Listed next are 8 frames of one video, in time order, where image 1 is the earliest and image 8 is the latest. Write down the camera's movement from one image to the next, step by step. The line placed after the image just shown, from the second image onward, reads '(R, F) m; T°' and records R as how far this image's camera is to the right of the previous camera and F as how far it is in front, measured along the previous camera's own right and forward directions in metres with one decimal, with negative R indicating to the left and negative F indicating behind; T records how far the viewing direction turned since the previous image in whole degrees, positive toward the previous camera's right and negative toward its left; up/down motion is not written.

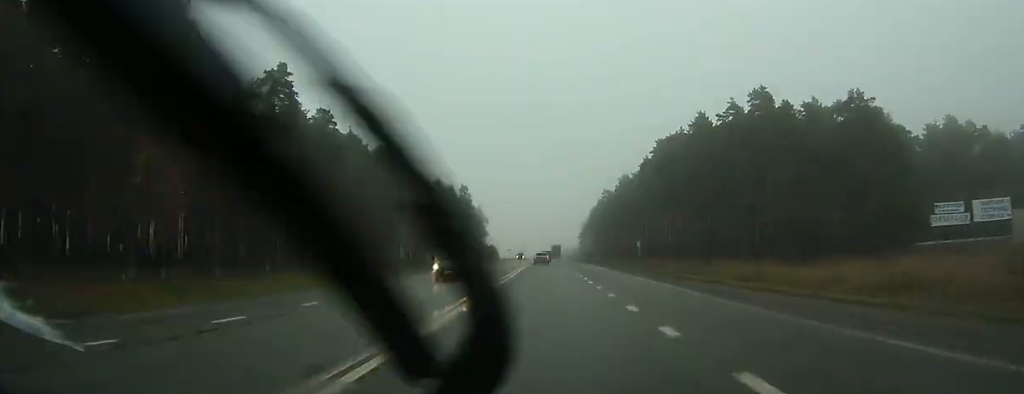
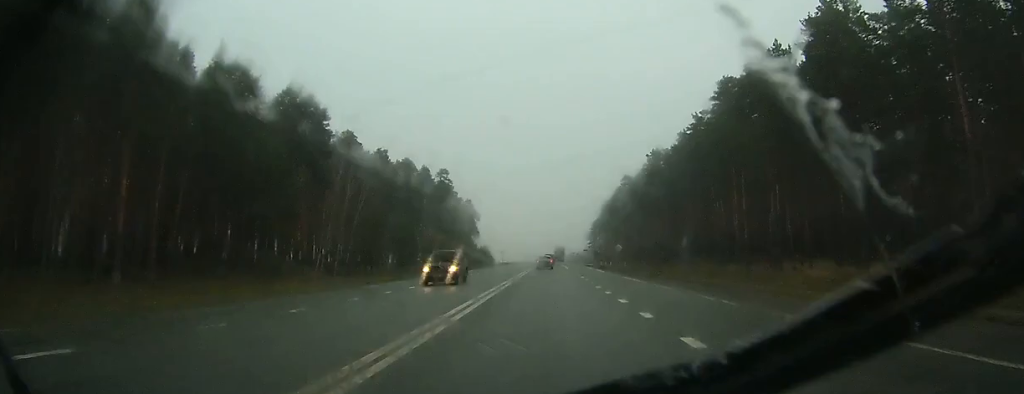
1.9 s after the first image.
(-0.2, +46.9) m; 0°
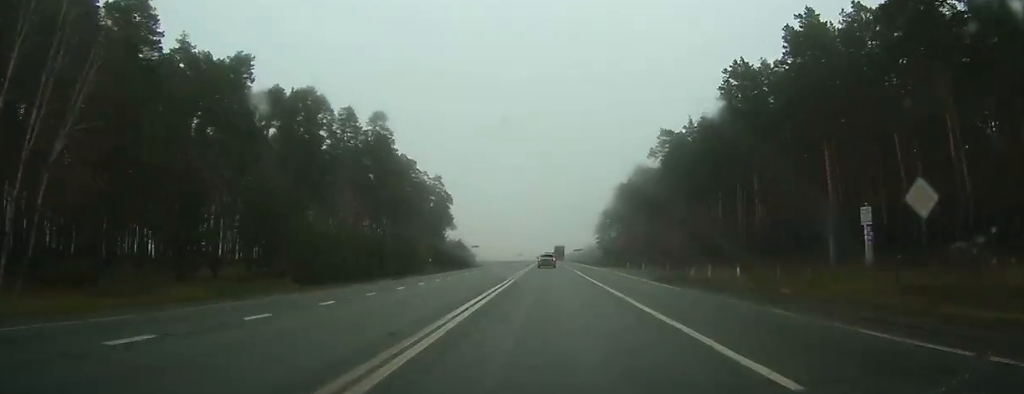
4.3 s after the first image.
(+0.2, +60.1) m; 0°
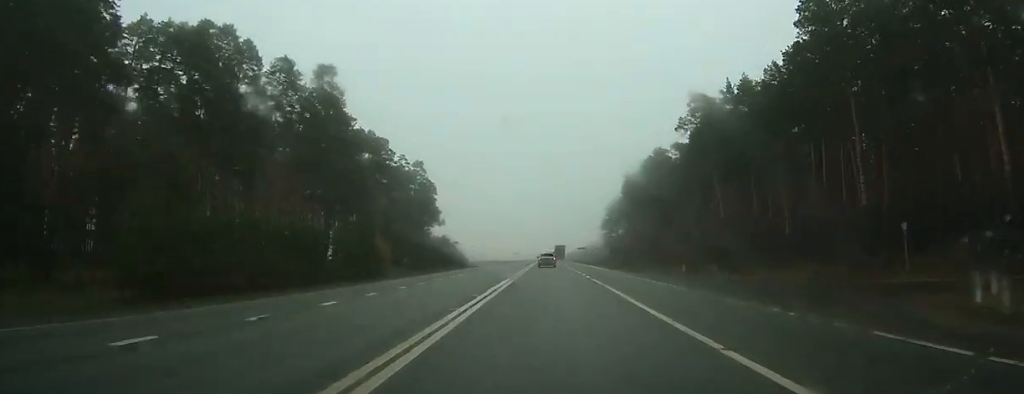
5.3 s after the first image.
(0.0, +24.7) m; 0°
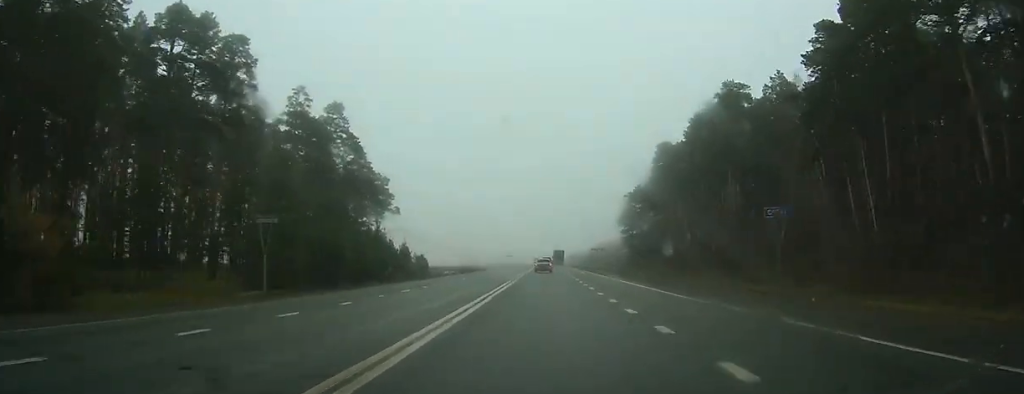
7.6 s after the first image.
(0.0, +56.2) m; 0°
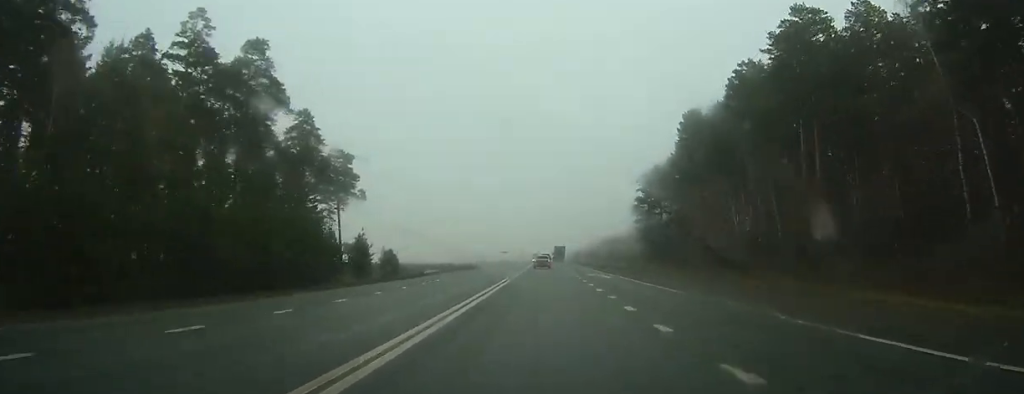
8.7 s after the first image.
(+0.1, +25.0) m; 0°
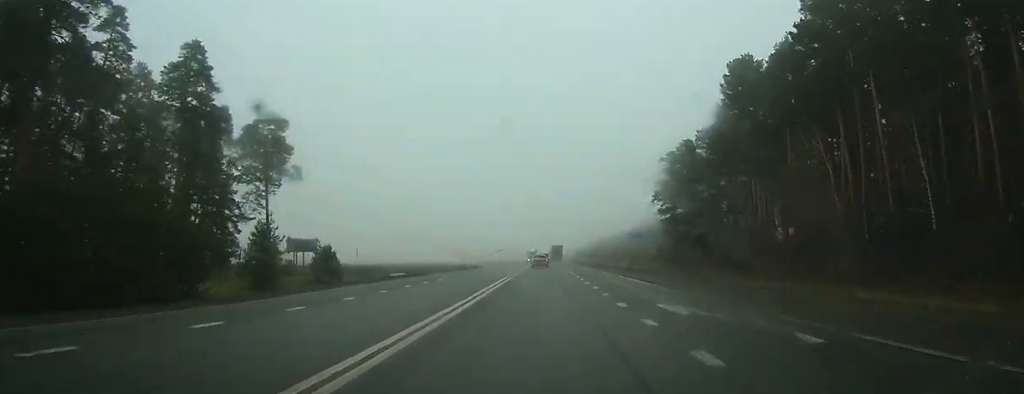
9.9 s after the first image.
(-0.1, +27.4) m; 0°
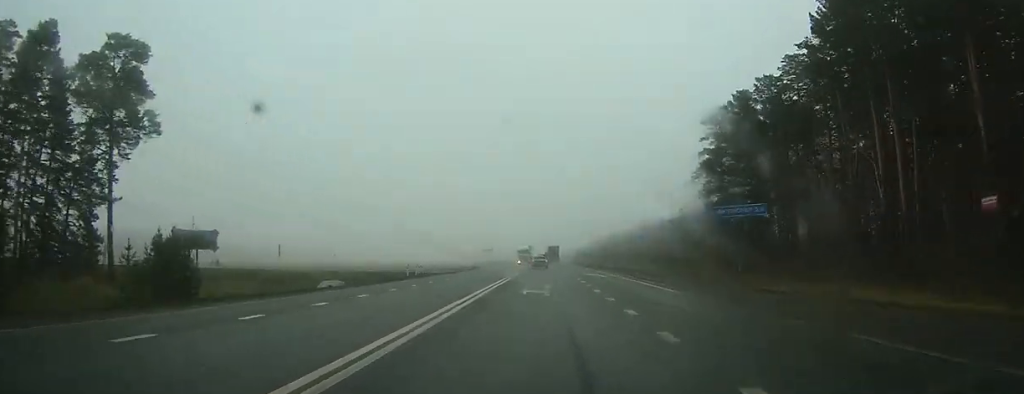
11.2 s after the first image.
(-0.1, +30.0) m; 0°
